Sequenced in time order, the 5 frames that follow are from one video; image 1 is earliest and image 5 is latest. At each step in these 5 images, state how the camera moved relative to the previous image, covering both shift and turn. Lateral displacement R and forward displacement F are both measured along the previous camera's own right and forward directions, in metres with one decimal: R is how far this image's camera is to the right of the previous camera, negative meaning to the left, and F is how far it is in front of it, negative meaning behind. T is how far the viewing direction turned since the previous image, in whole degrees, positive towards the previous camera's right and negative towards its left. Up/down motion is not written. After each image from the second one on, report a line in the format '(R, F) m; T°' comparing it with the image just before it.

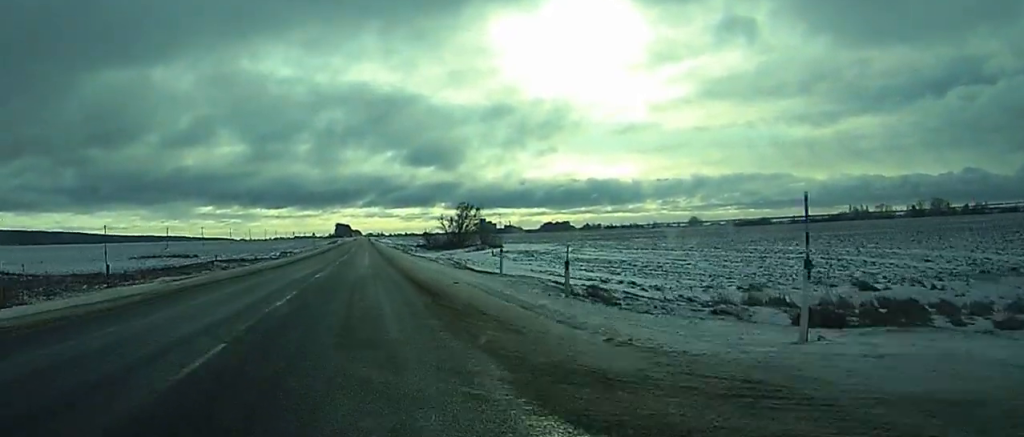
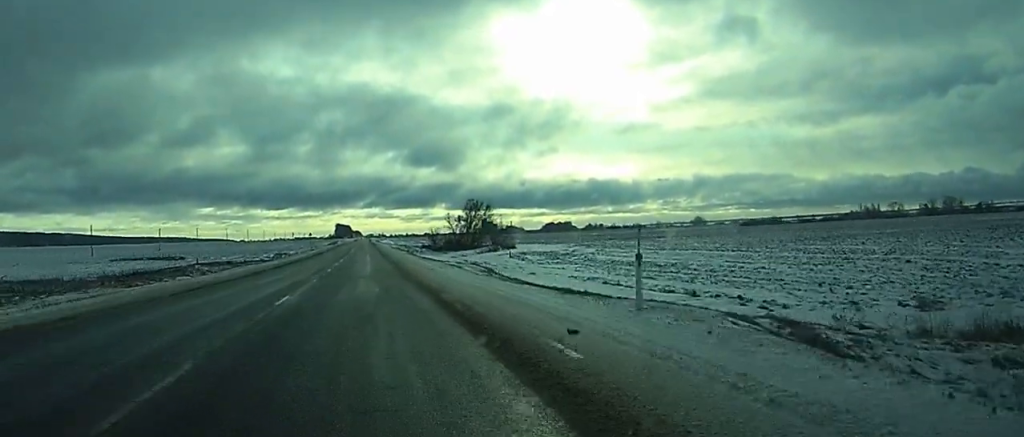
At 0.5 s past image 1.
(0.0, +14.2) m; 0°
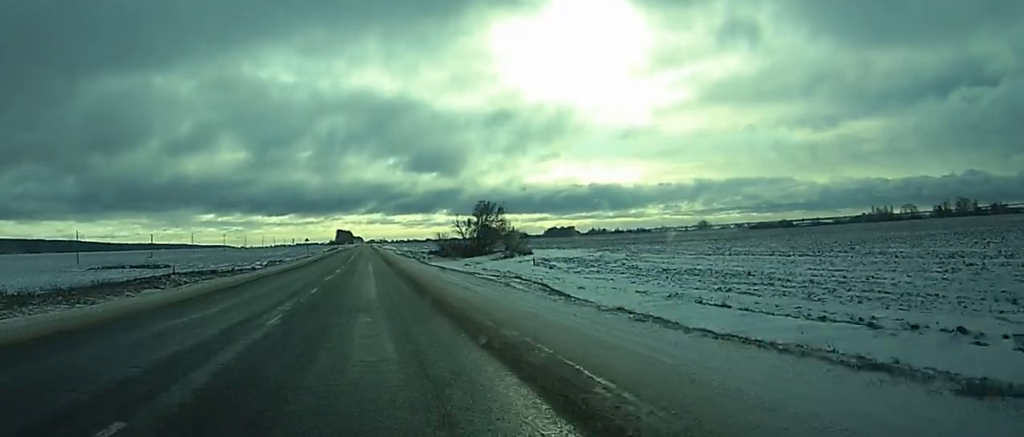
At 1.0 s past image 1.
(0.0, +14.2) m; 0°
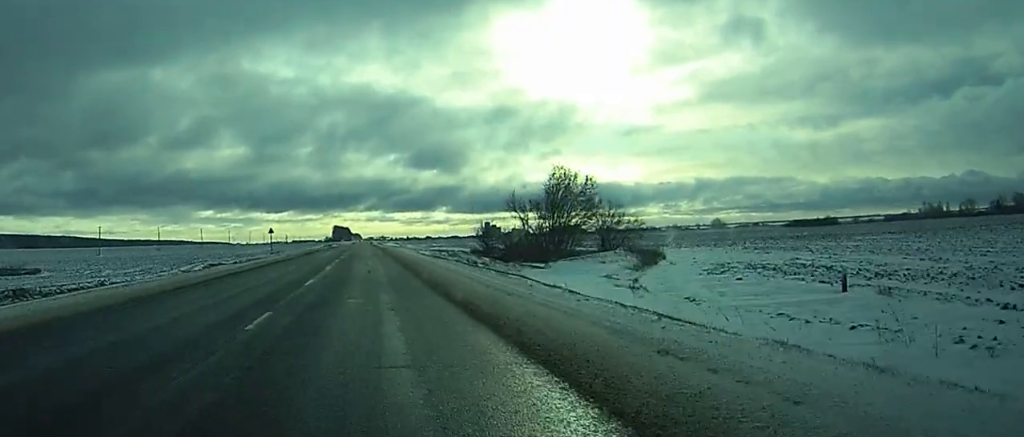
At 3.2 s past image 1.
(+0.1, +62.6) m; 0°
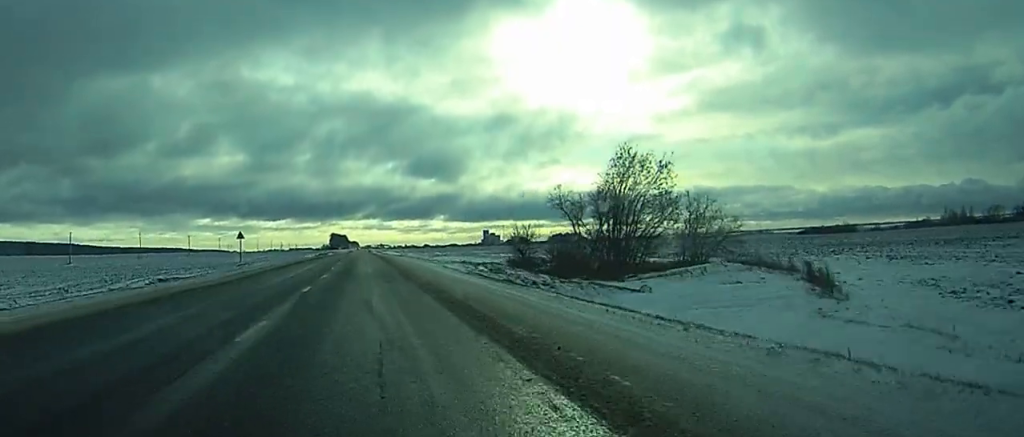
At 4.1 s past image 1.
(0.0, +24.6) m; 0°
